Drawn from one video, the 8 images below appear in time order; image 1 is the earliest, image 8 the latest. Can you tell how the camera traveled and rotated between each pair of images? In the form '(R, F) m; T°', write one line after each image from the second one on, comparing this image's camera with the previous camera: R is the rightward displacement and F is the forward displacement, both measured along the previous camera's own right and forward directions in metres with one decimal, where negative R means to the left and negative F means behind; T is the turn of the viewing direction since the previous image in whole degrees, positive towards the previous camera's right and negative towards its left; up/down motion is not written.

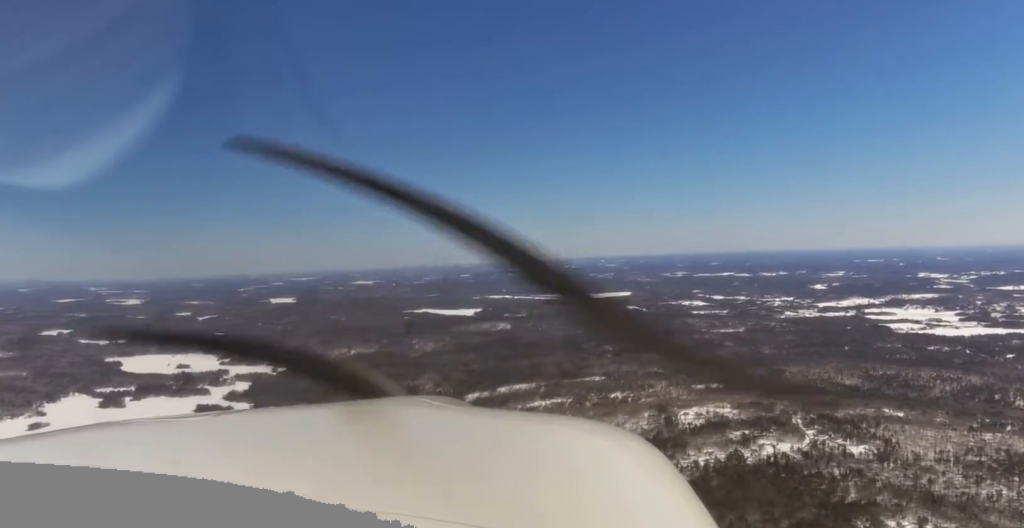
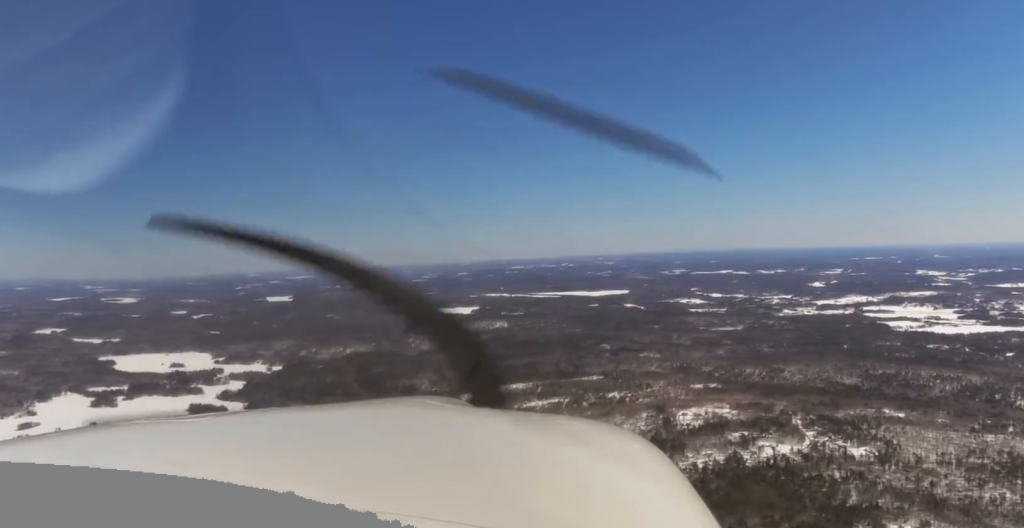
(0.0, +27.7) m; 0°
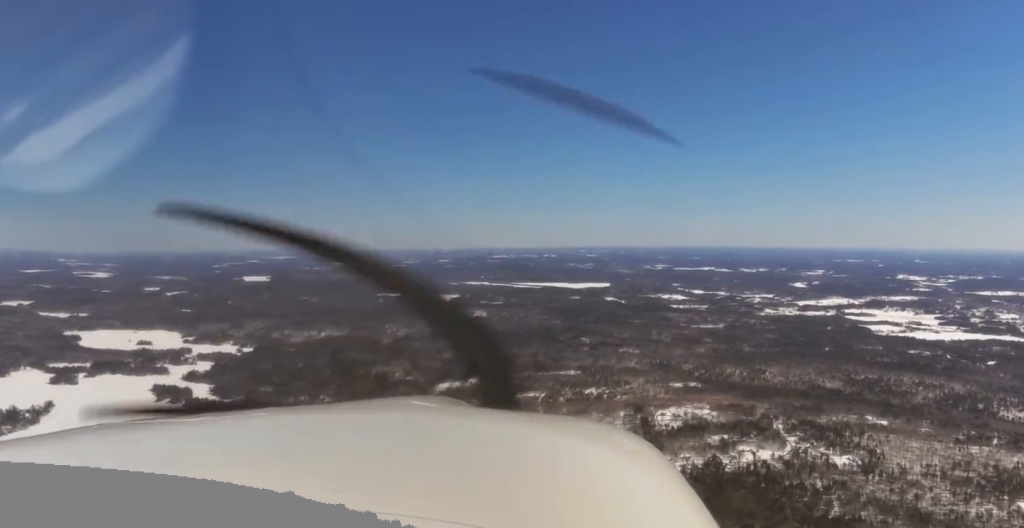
(+0.8, +68.5) m; +1°
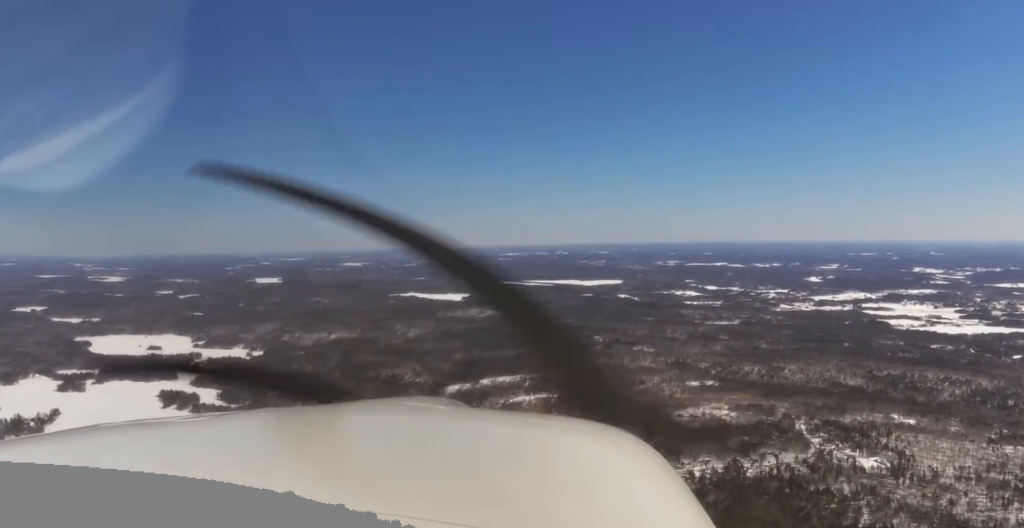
(+0.9, +73.2) m; 0°
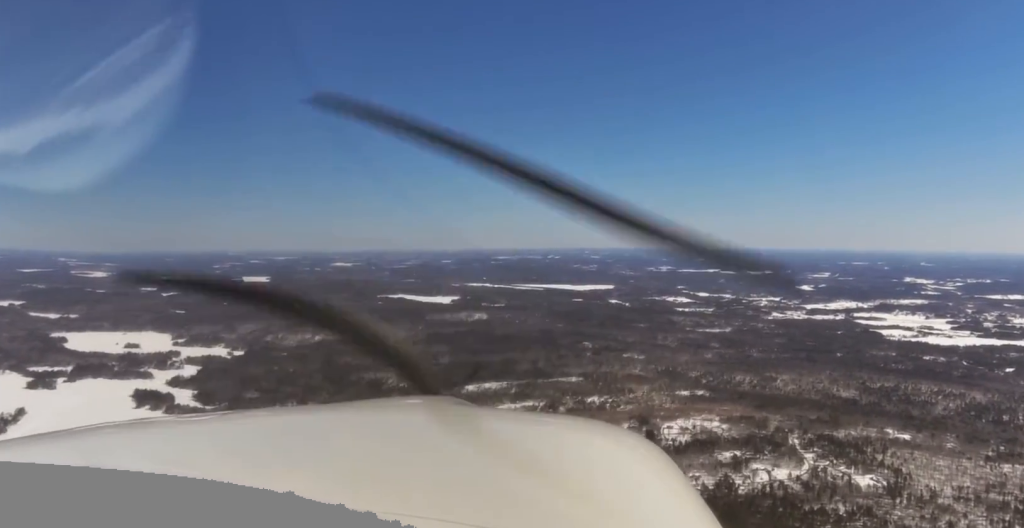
(-0.7, +62.7) m; 0°
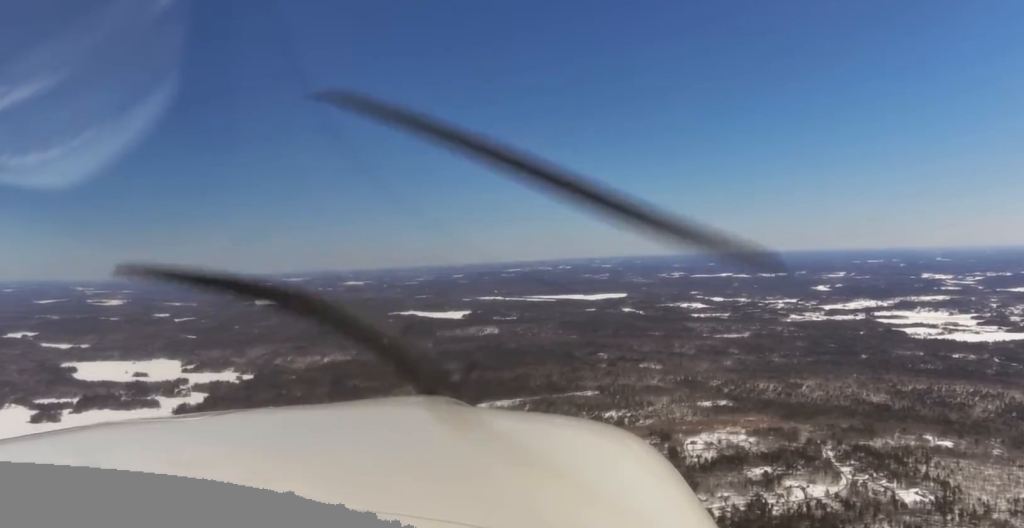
(+0.2, +106.6) m; -1°
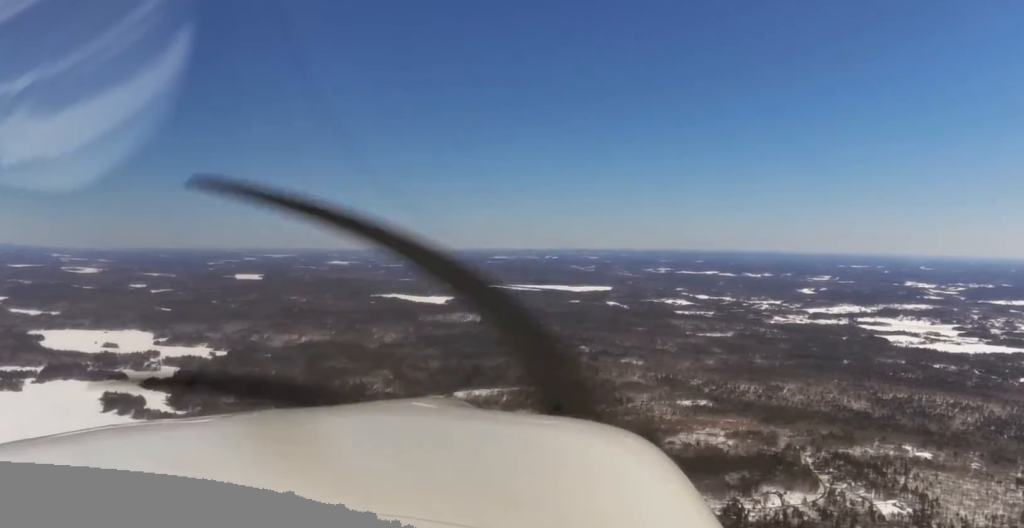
(-0.2, +41.5) m; 0°
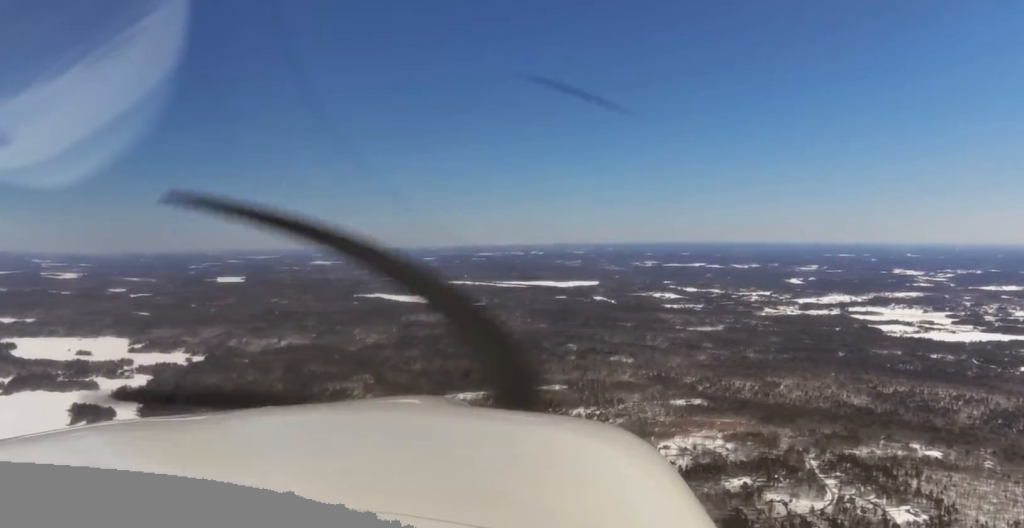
(0.0, +101.1) m; 0°
